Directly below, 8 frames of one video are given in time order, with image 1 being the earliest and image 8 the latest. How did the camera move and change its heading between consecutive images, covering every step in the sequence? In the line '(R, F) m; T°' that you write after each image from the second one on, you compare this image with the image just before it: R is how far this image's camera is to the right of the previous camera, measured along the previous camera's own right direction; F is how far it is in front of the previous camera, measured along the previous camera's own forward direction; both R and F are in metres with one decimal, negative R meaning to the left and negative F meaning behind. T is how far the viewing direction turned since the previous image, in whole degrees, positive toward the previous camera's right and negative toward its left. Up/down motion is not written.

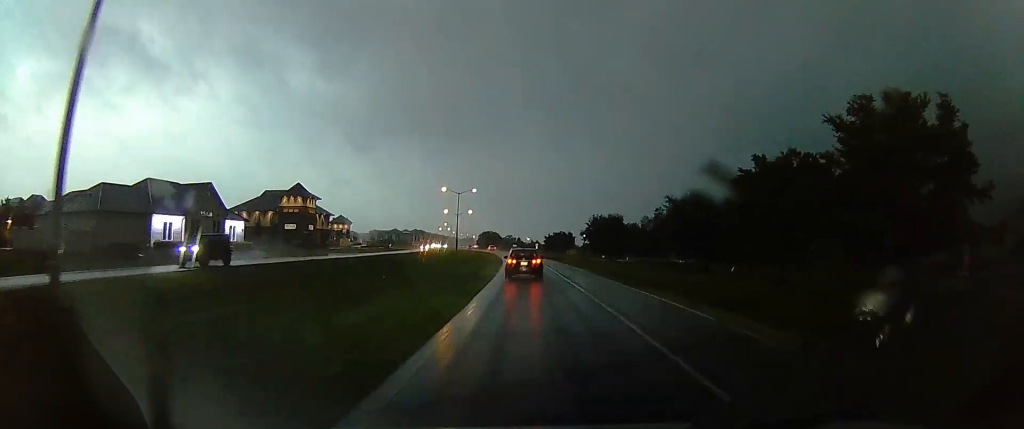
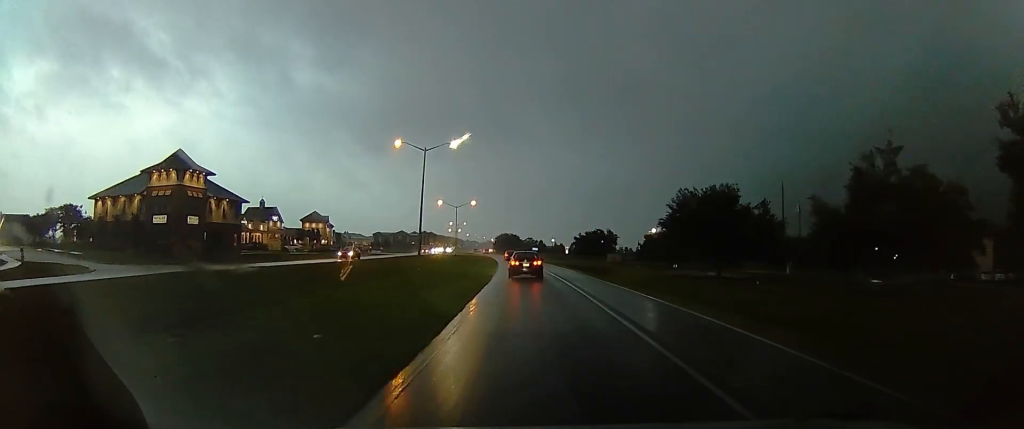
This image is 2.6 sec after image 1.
(-1.8, +48.9) m; -2°
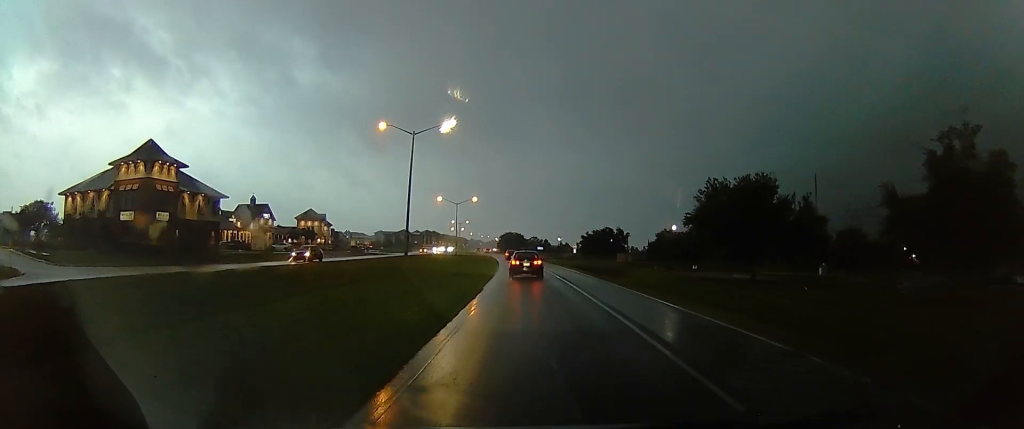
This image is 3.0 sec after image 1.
(0.0, +7.5) m; 0°
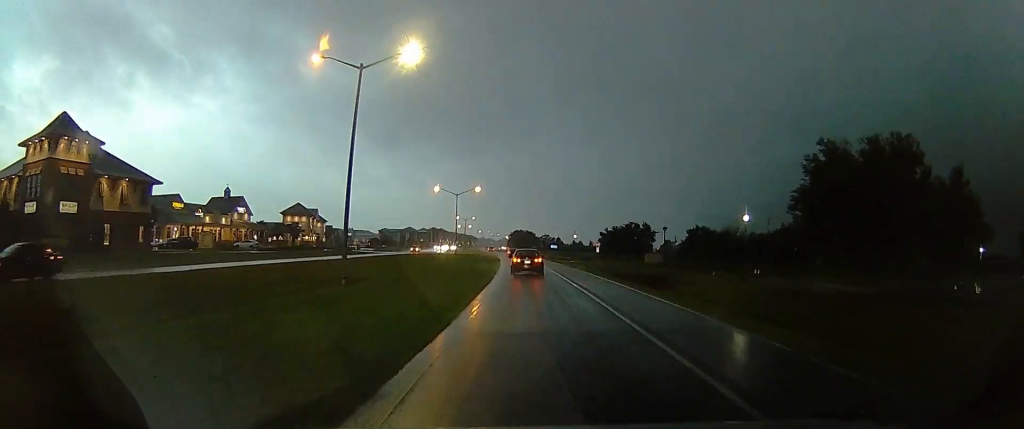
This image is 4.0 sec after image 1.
(0.0, +17.5) m; -2°
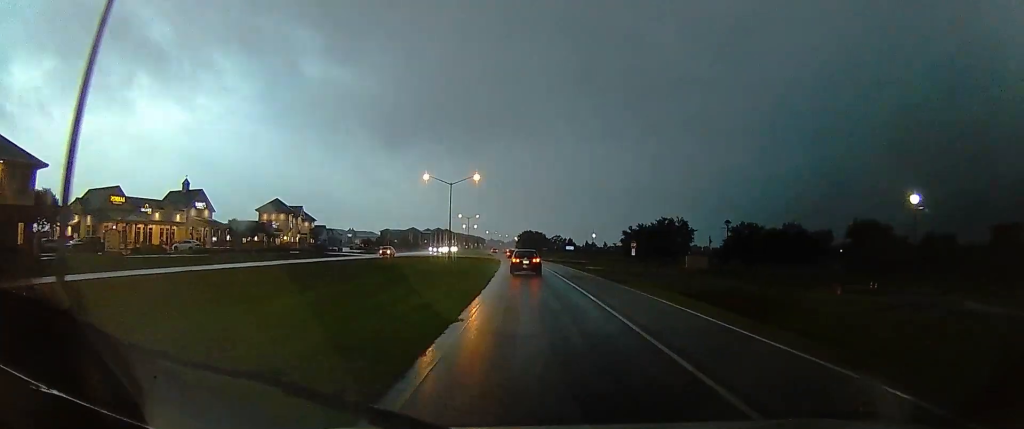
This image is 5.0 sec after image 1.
(-0.7, +20.0) m; -2°
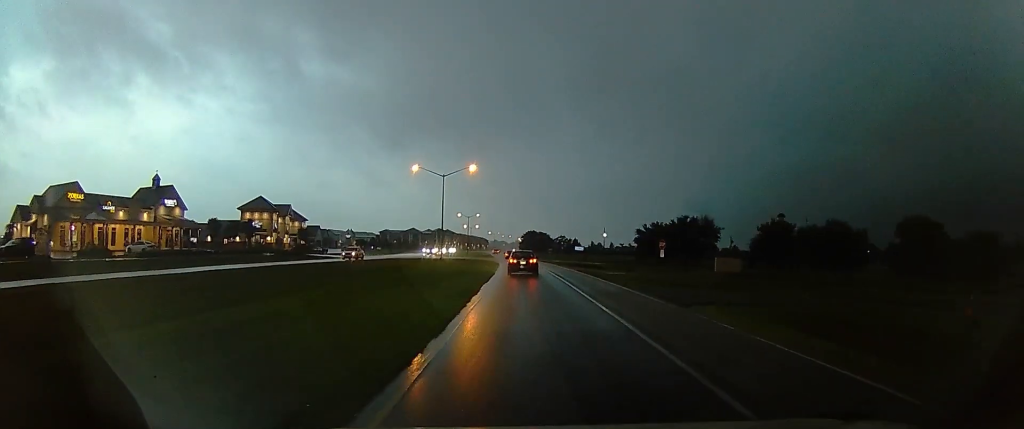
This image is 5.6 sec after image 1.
(-0.5, +10.7) m; 0°
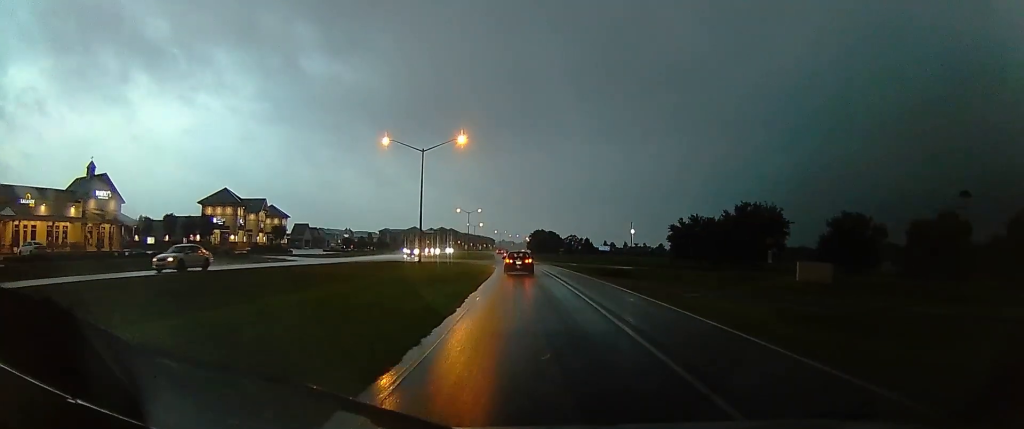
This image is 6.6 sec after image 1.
(+1.0, +19.8) m; 0°
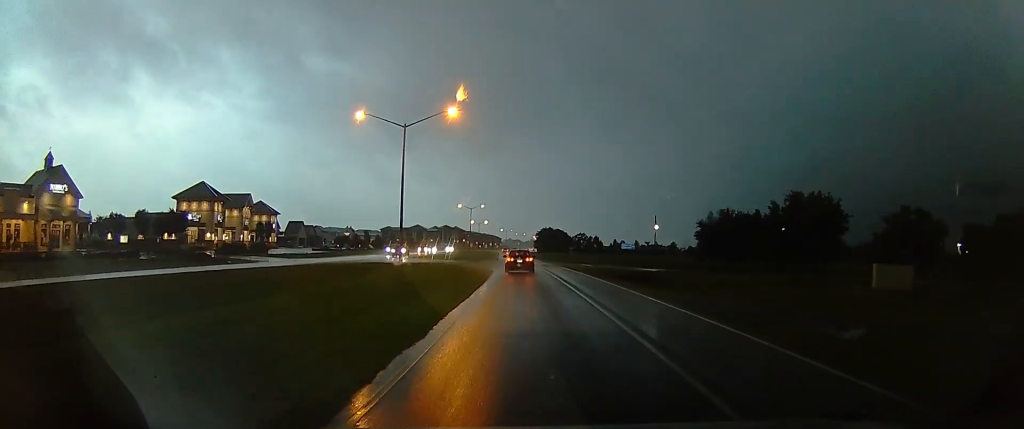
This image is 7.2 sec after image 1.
(-0.7, +11.1) m; 0°
